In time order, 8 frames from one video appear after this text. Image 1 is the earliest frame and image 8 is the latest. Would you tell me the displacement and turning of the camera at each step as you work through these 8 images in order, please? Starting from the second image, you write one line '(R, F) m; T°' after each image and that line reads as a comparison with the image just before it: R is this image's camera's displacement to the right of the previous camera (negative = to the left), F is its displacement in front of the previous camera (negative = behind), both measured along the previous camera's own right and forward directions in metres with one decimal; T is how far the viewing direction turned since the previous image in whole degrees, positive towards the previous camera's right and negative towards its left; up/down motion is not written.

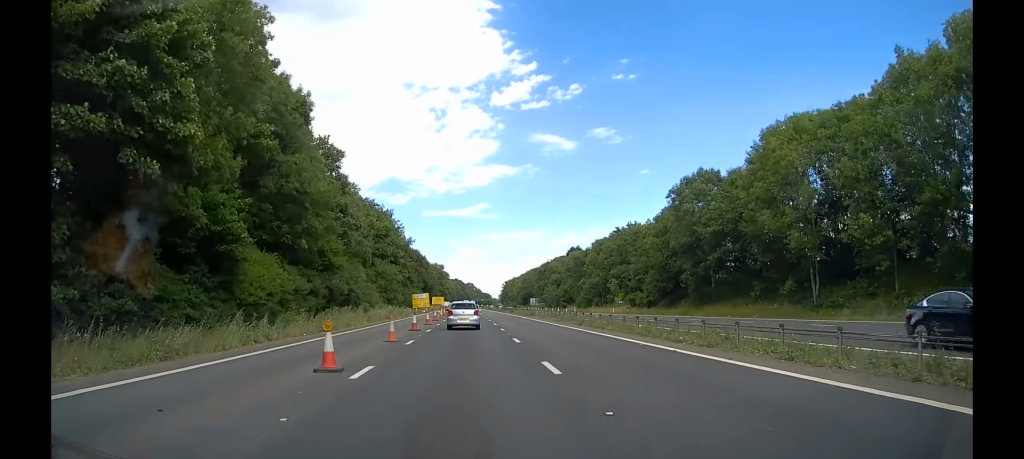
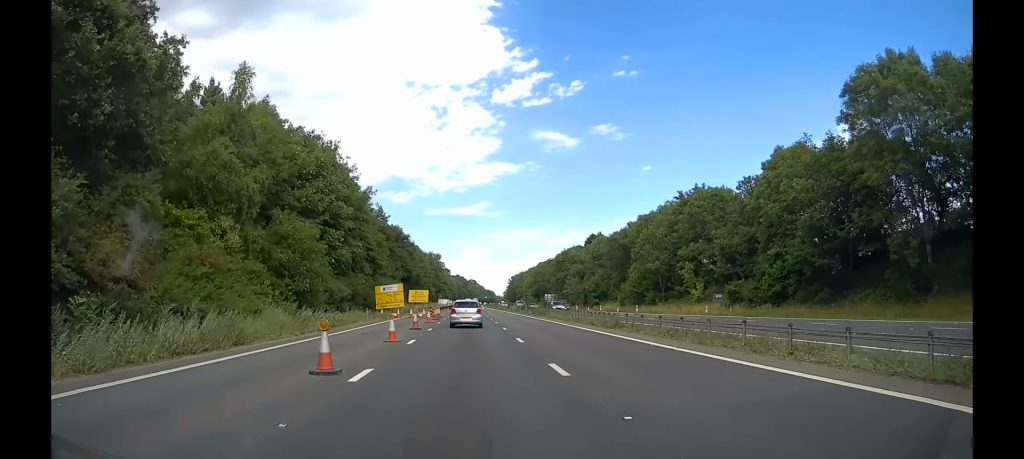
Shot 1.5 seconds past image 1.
(-0.2, +35.8) m; -1°
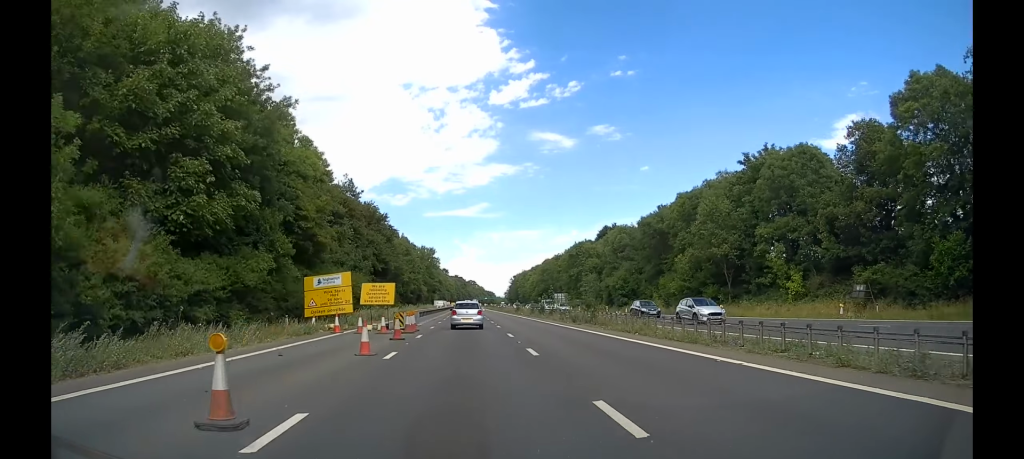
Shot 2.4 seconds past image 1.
(-0.2, +22.4) m; 0°
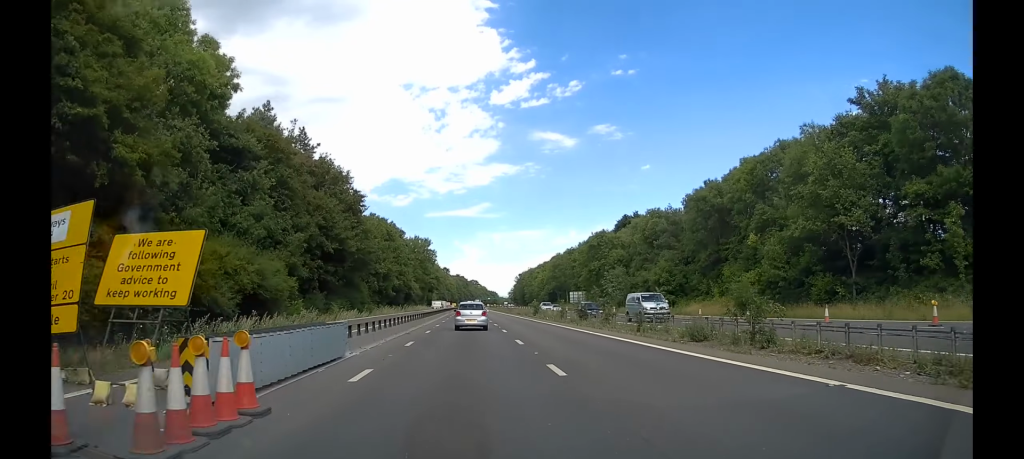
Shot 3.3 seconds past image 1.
(+0.3, +21.7) m; 0°
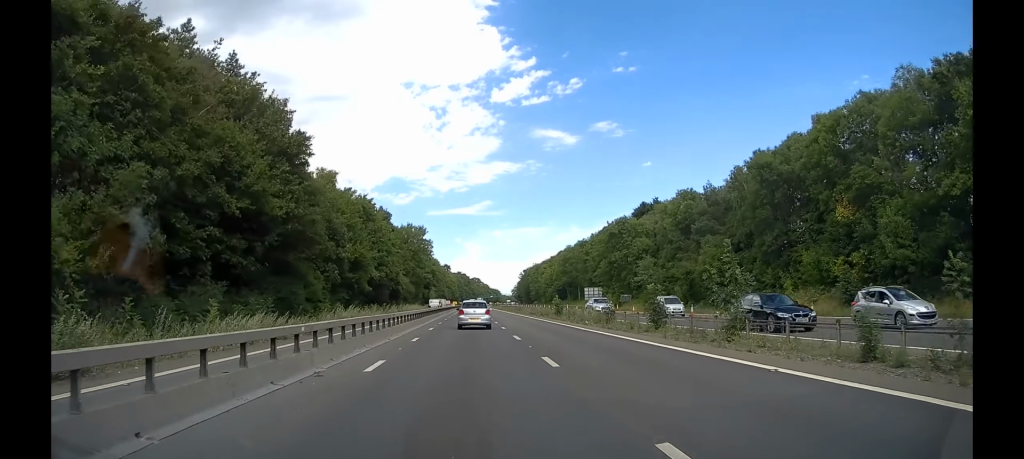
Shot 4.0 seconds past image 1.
(-0.1, +16.2) m; 0°
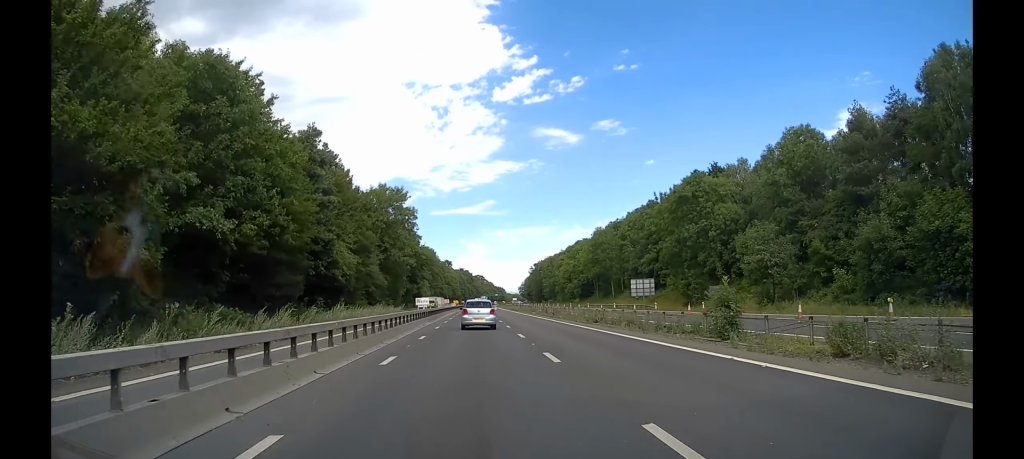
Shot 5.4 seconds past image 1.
(-0.1, +34.7) m; 0°
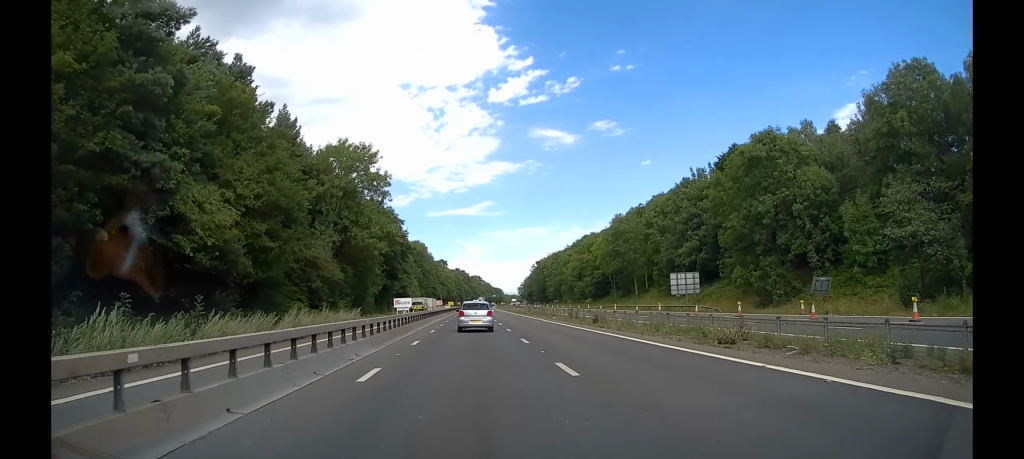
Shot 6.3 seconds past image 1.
(+0.2, +20.1) m; 0°
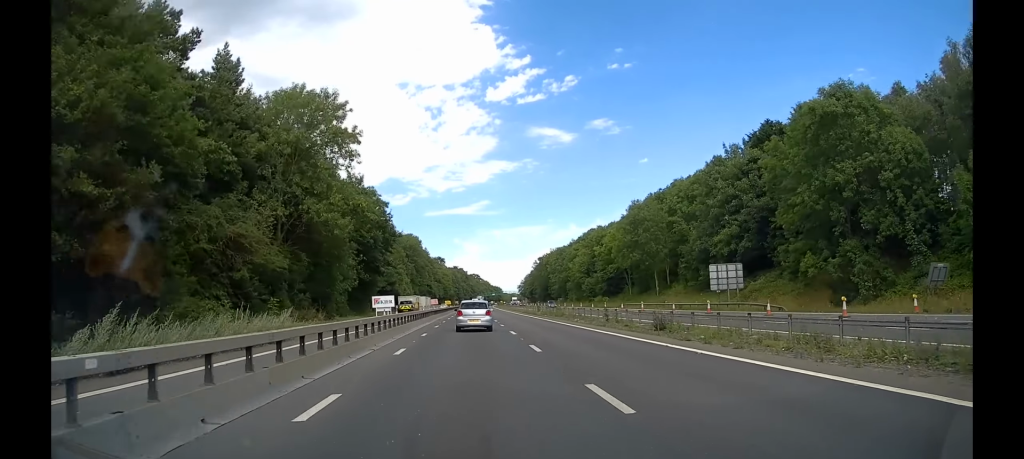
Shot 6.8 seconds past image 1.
(0.0, +12.6) m; 0°
